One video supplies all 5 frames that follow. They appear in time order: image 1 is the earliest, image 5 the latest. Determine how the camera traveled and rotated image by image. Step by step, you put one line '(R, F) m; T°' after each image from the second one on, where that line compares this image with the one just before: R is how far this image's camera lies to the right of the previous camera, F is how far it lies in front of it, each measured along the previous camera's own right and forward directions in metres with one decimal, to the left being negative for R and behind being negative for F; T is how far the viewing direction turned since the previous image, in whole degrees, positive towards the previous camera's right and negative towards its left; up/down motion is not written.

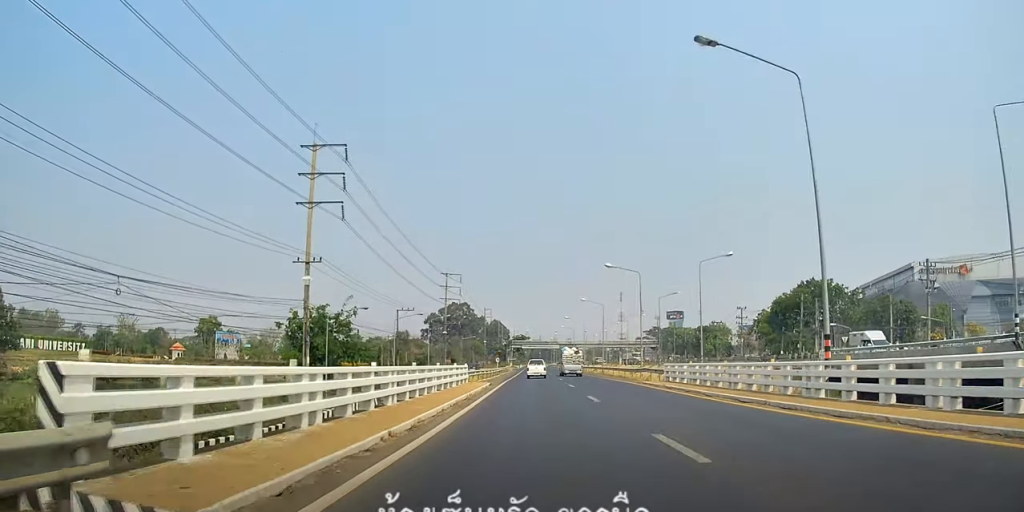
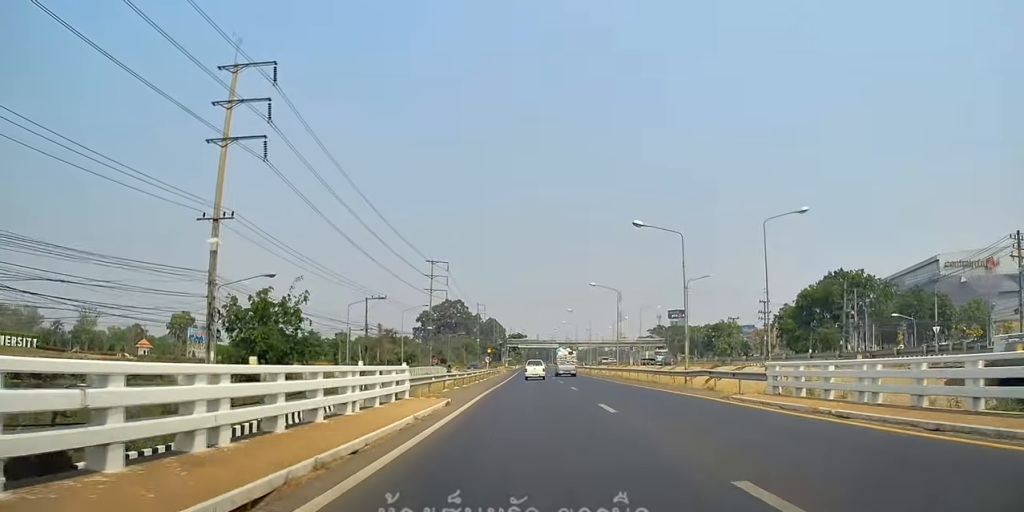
(-0.4, +17.1) m; -1°
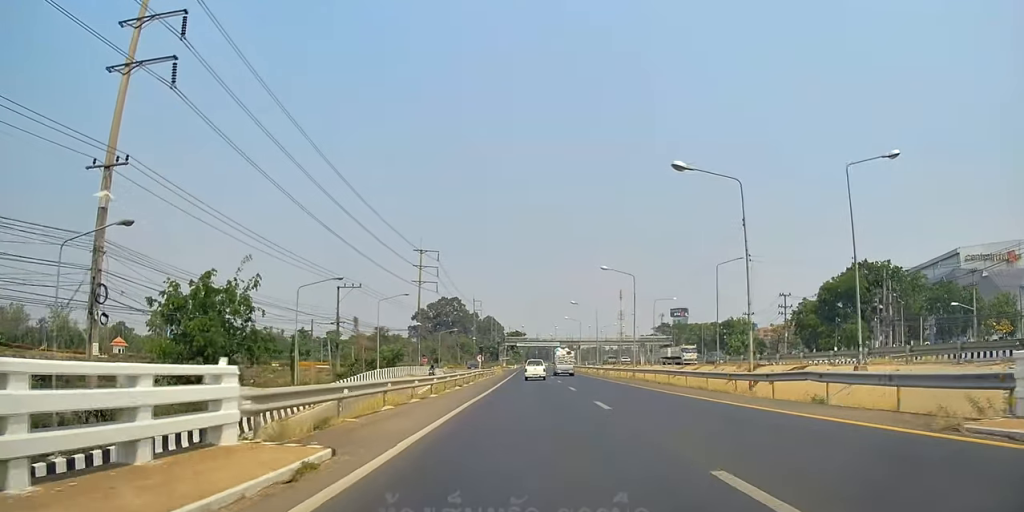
(-0.2, +11.2) m; +1°
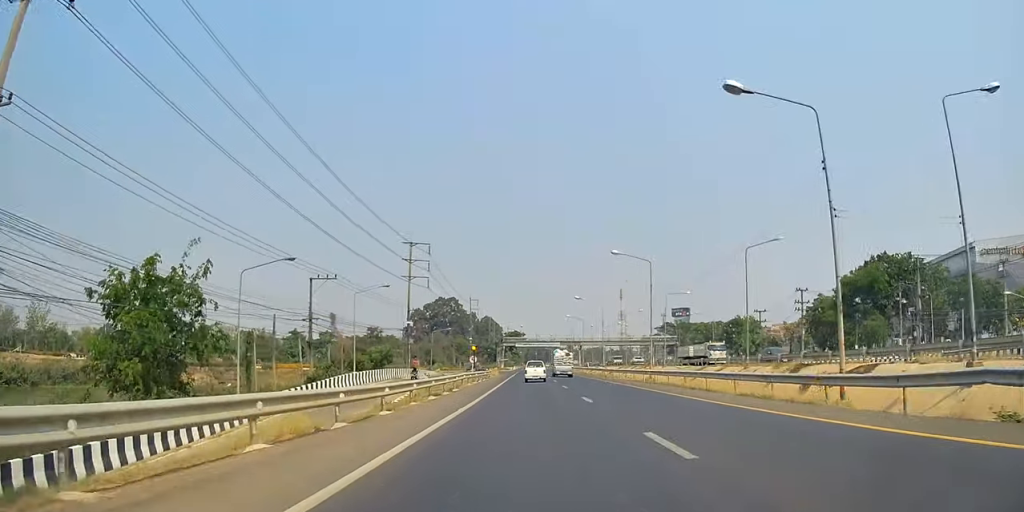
(+0.2, +8.3) m; +1°
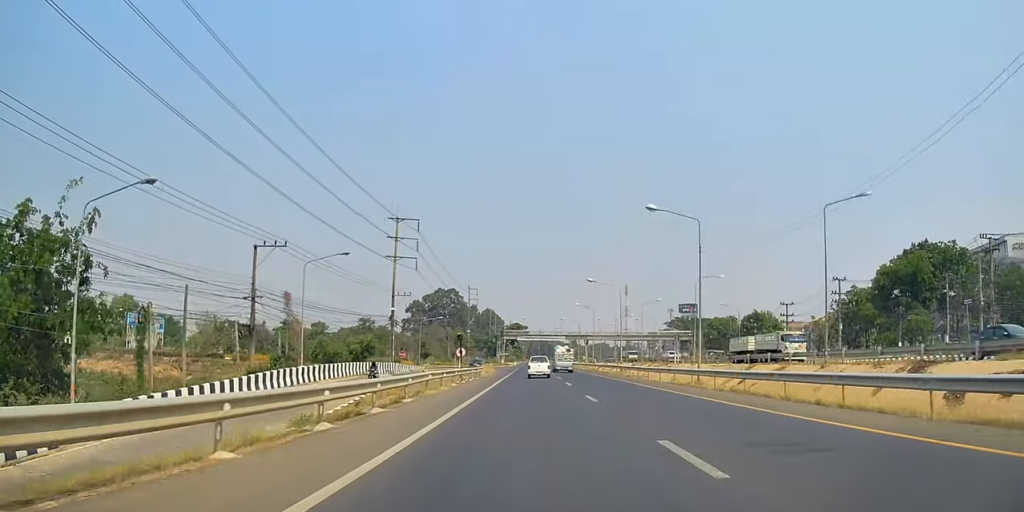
(+0.4, +13.3) m; +2°
